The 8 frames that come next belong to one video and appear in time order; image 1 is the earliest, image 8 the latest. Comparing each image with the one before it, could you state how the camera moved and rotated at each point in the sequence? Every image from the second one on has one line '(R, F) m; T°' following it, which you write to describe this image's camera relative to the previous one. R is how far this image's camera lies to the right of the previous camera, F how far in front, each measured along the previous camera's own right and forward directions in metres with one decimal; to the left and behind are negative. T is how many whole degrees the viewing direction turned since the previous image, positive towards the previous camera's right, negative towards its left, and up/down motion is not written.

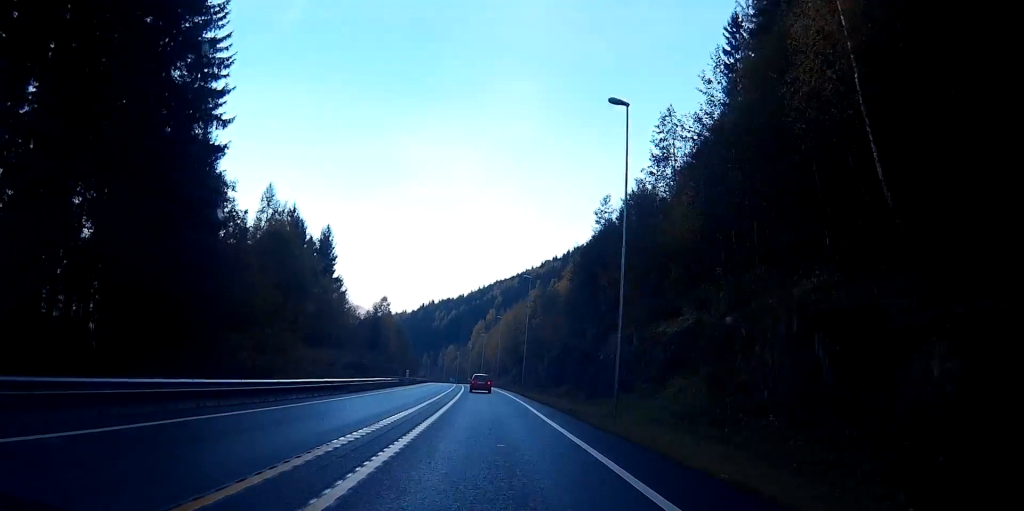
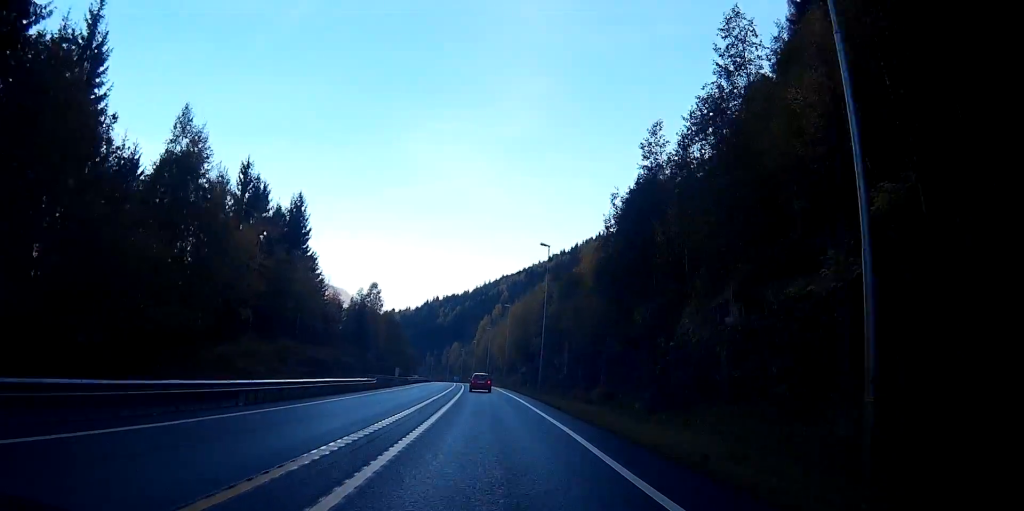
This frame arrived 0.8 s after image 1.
(-0.1, +17.6) m; -1°
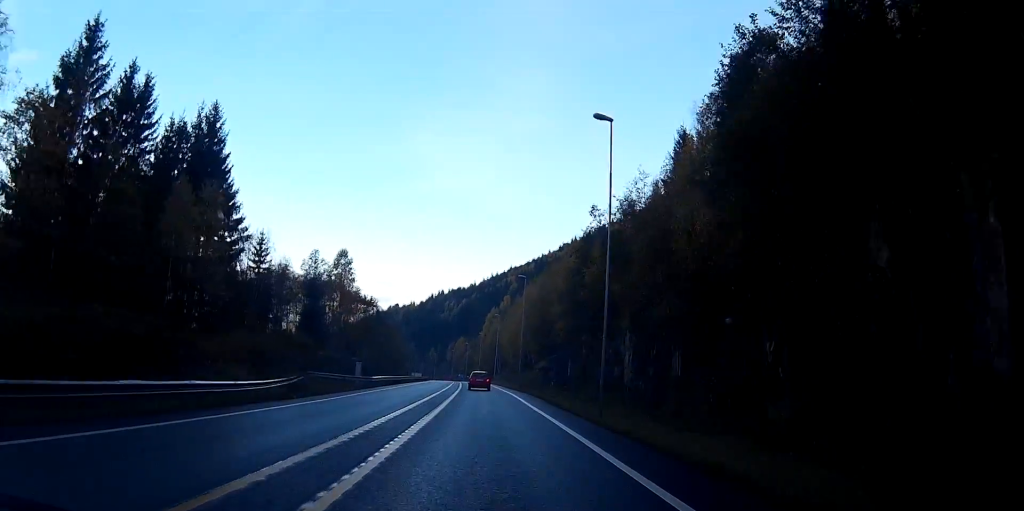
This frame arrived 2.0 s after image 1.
(-0.2, +28.4) m; -1°
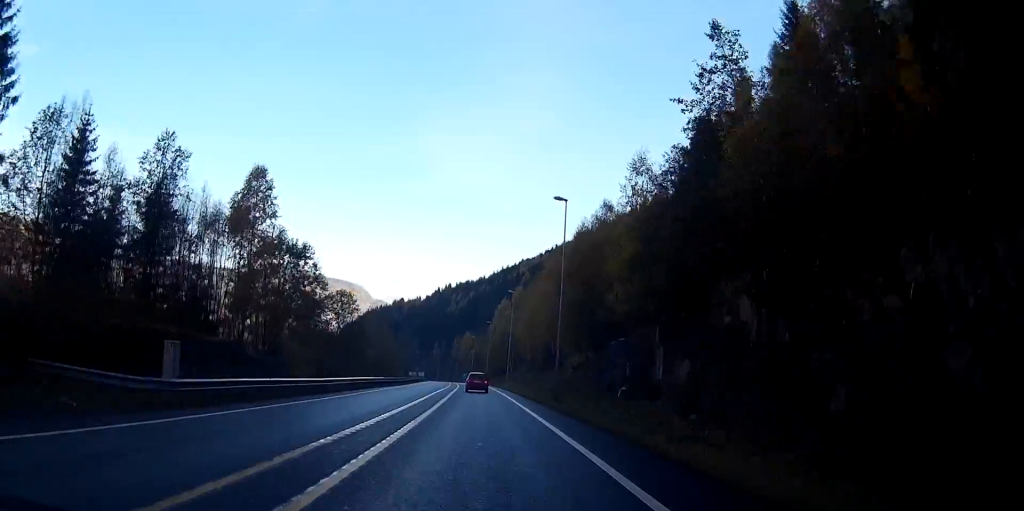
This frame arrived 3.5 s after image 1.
(-0.2, +34.3) m; -1°
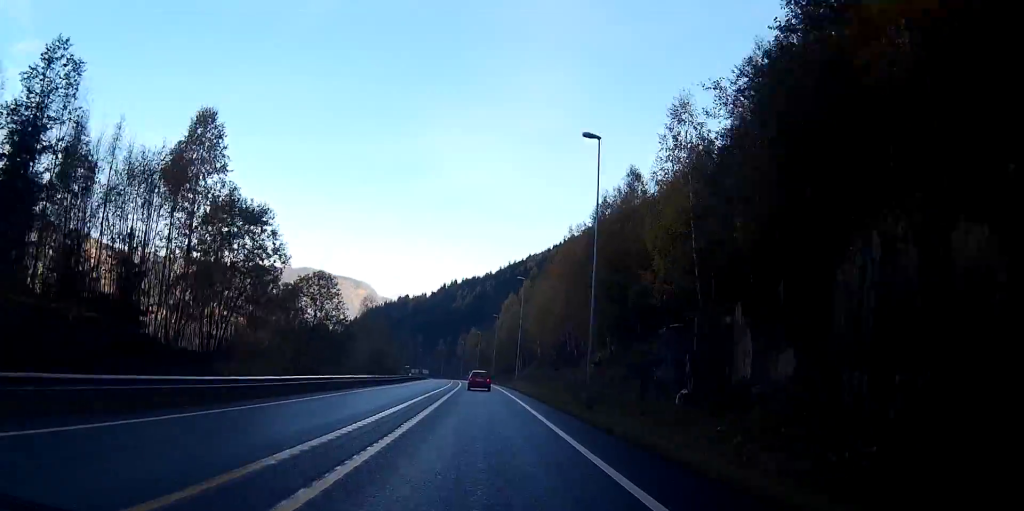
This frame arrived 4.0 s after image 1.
(-0.1, +11.3) m; -1°
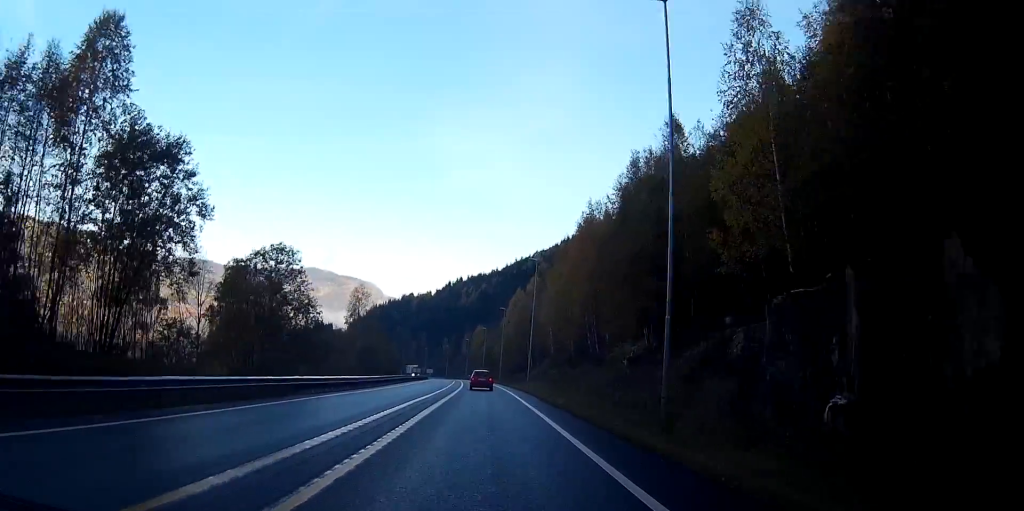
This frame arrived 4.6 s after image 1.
(-0.1, +12.8) m; -1°
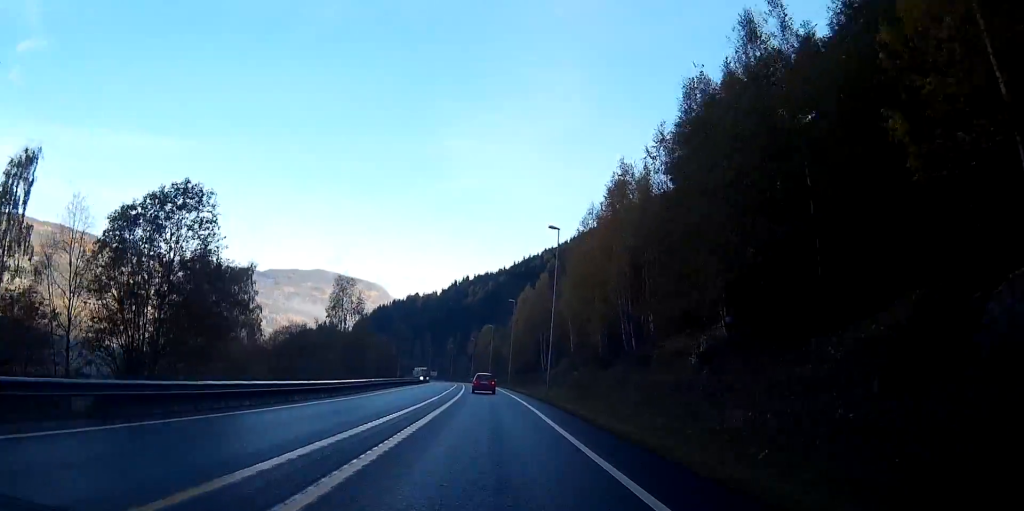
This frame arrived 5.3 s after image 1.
(-0.1, +15.7) m; 0°
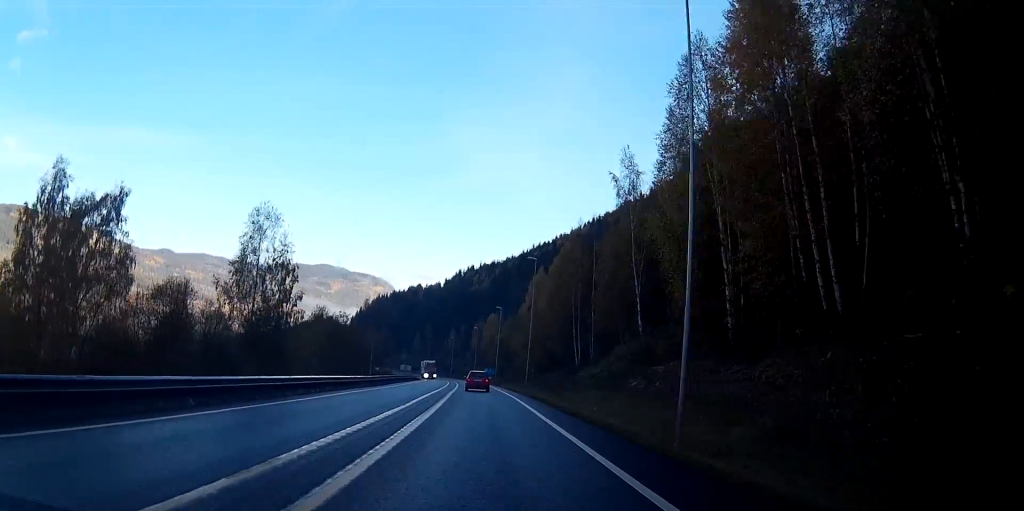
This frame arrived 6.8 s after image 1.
(-0.2, +34.2) m; 0°
